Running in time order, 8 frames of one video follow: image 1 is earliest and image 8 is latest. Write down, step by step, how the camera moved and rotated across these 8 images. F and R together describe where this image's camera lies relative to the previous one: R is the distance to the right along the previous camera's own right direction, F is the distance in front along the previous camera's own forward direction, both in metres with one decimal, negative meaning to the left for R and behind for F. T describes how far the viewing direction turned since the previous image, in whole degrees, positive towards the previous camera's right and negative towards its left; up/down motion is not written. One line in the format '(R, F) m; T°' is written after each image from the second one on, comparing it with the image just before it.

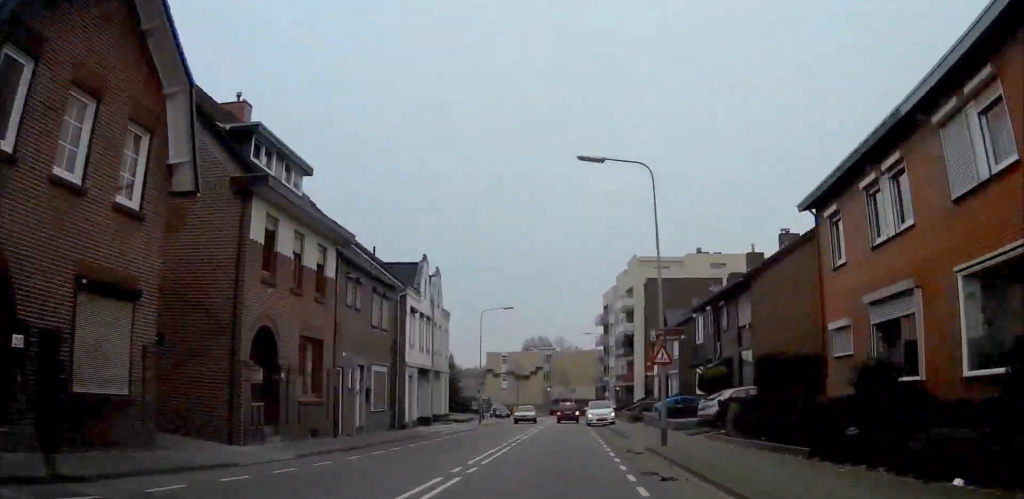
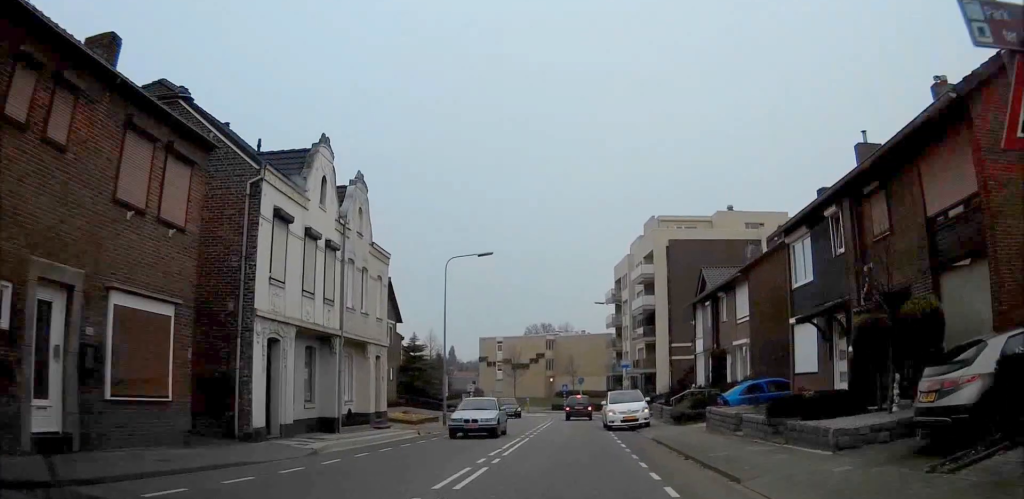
(-0.9, +15.7) m; -3°
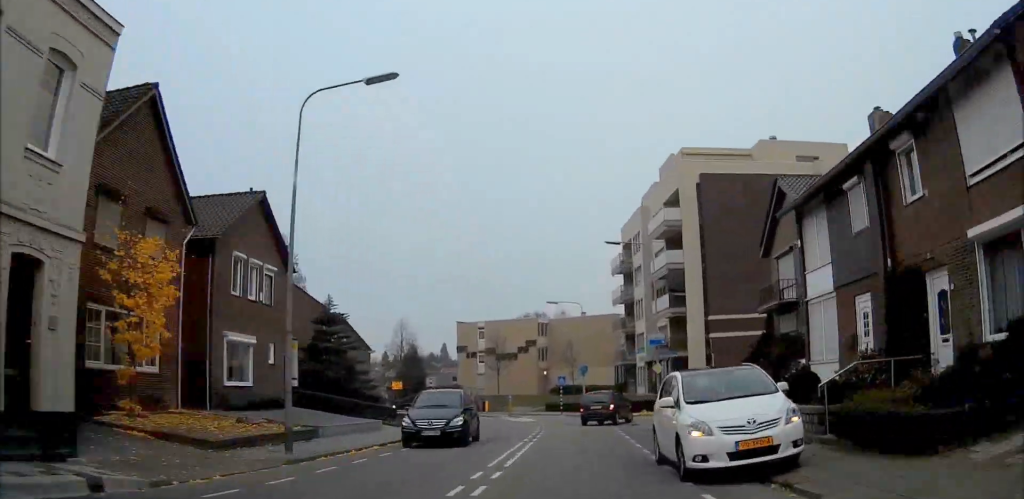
(-0.1, +18.9) m; 0°
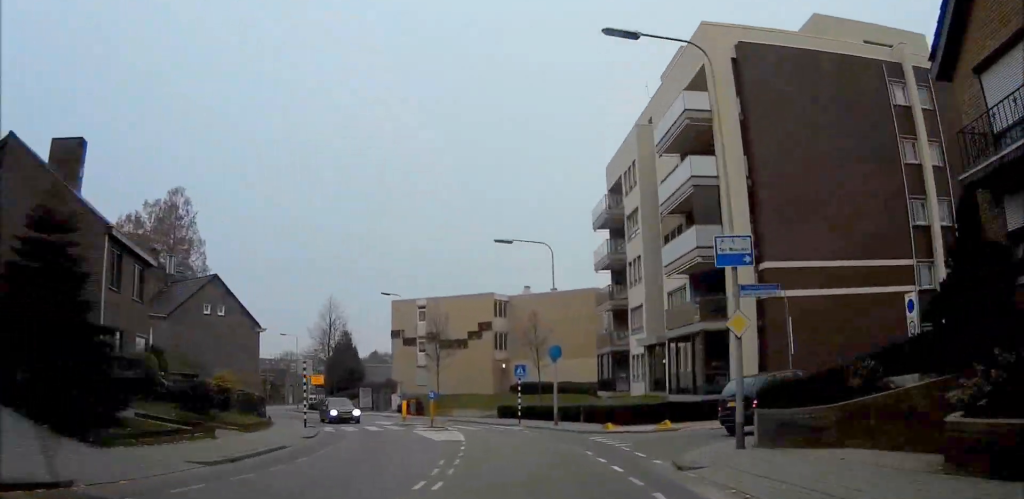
(+0.3, +20.9) m; -3°
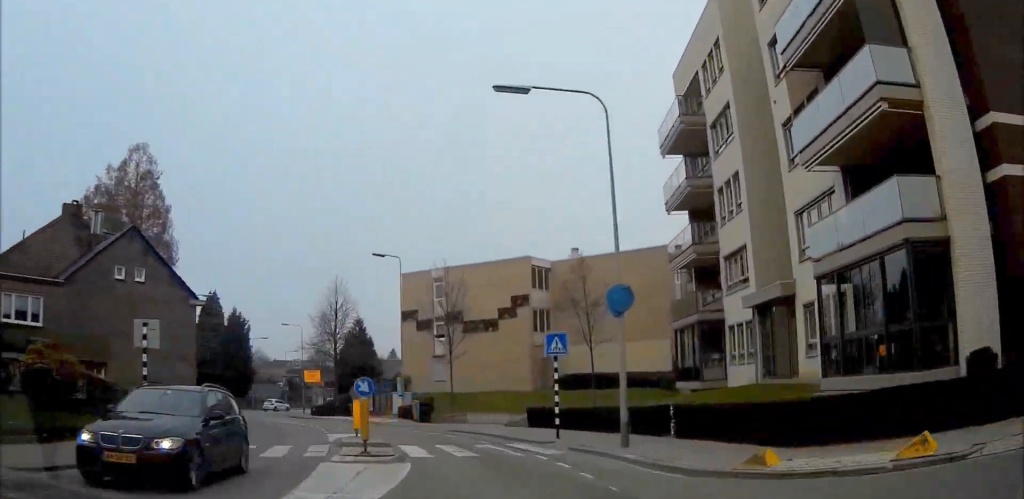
(-0.7, +16.4) m; -7°
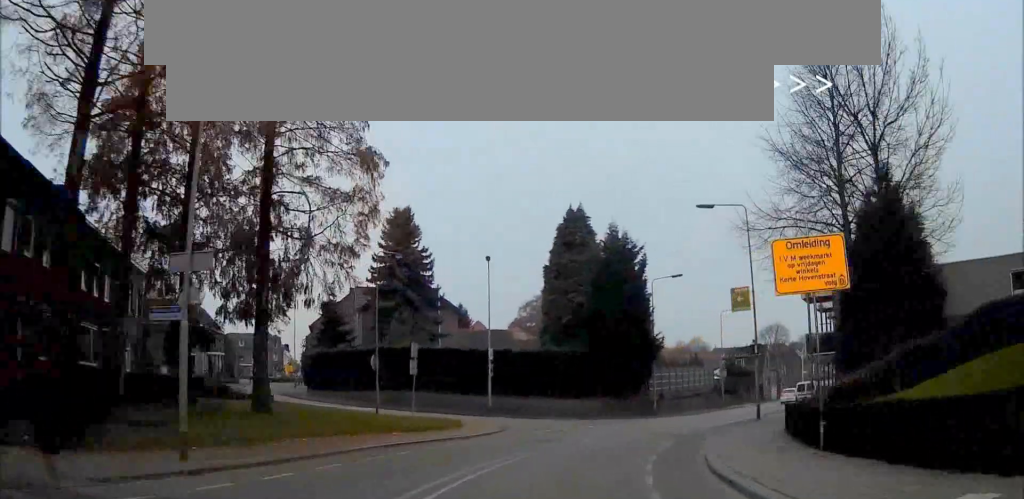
(-10.1, +47.0) m; -18°
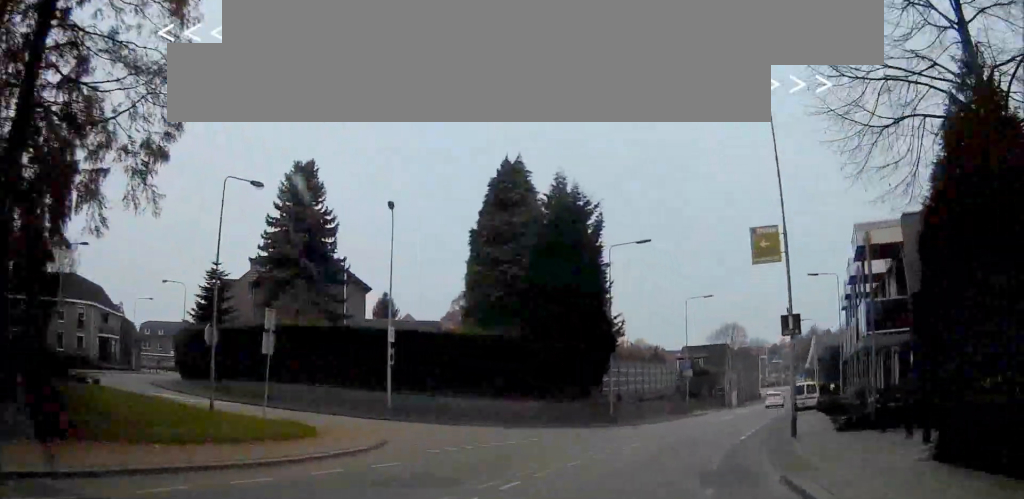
(-0.7, +11.8) m; +2°
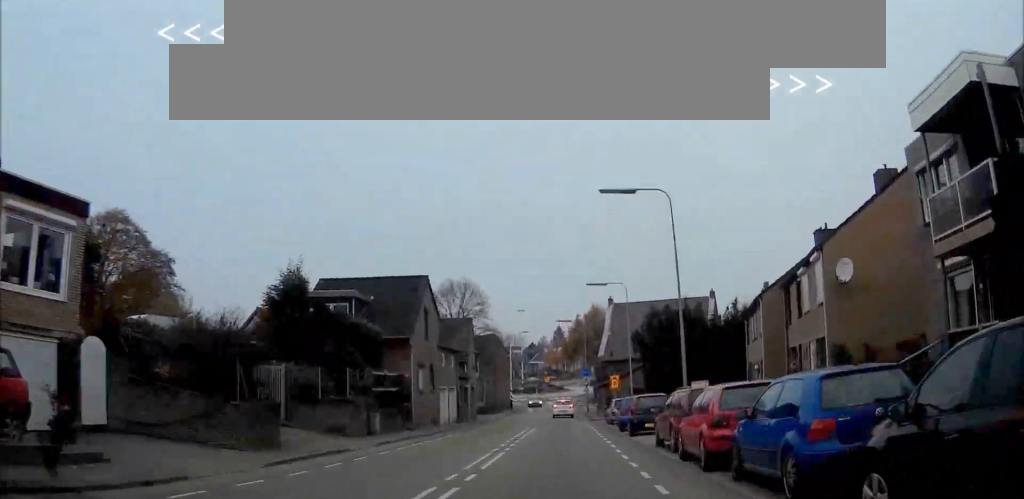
(+6.5, +54.4) m; +10°
